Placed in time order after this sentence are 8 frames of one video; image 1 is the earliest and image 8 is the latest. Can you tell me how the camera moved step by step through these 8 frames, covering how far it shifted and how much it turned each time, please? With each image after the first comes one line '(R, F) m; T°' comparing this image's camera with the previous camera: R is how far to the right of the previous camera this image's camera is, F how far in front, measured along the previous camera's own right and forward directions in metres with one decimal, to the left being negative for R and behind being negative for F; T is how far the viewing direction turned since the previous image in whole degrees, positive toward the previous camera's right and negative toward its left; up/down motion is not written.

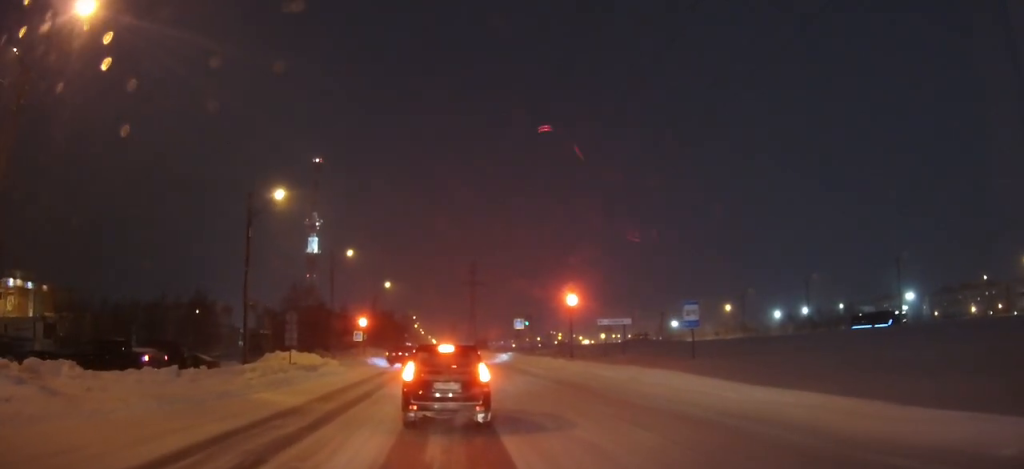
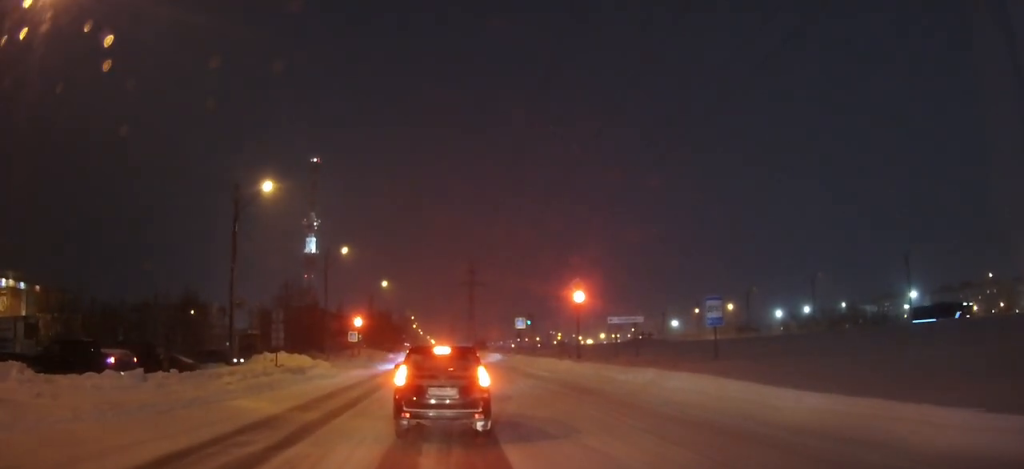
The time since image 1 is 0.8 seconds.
(0.0, +2.1) m; 0°
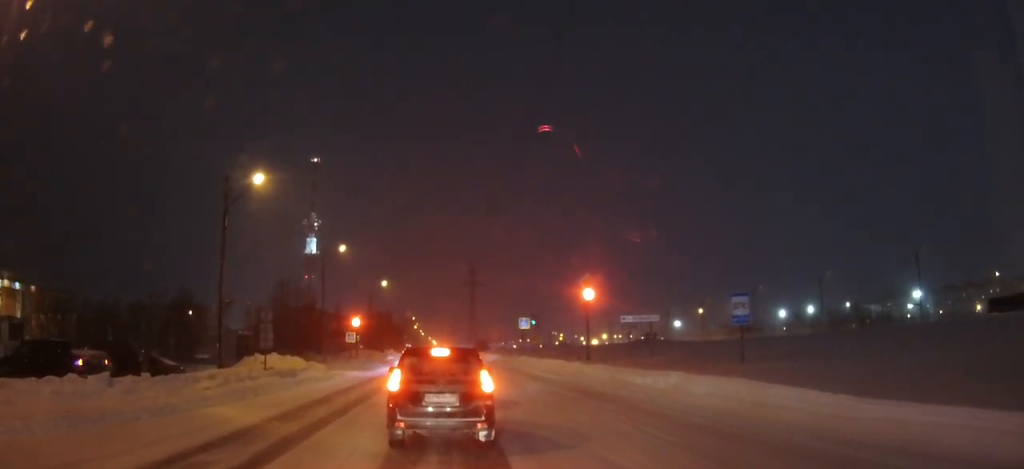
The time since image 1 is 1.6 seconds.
(0.0, +1.8) m; +1°
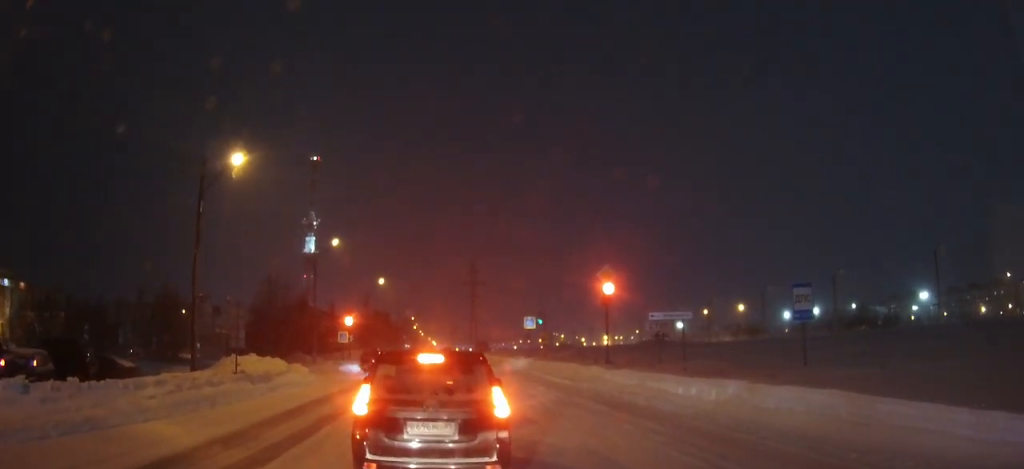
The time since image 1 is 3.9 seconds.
(+0.1, +3.2) m; 0°
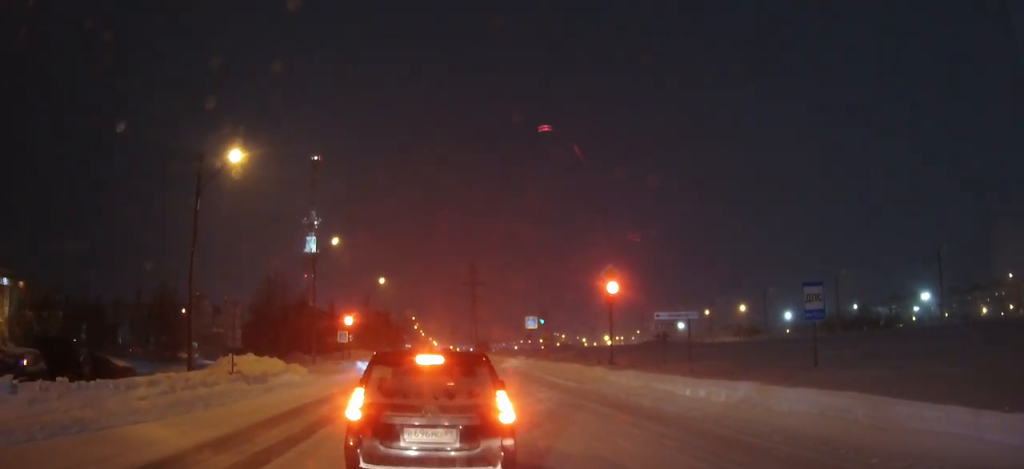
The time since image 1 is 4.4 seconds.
(0.0, +0.3) m; 0°
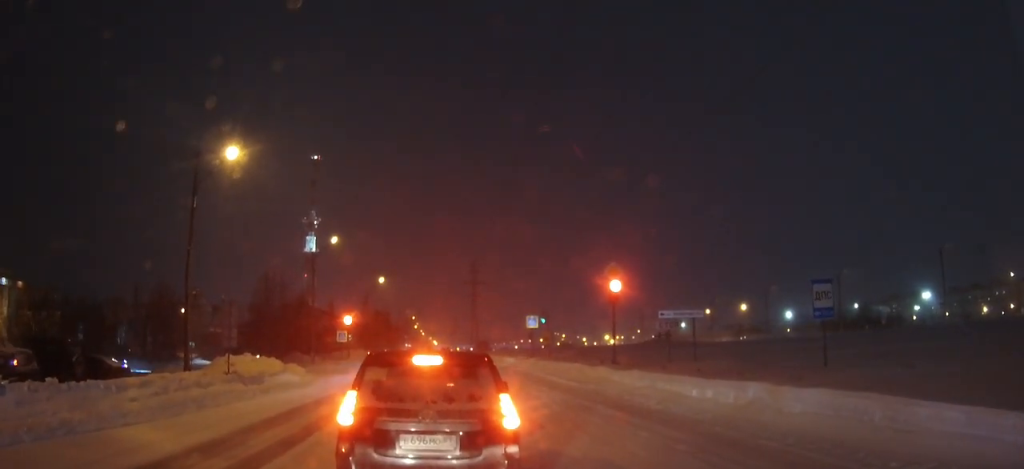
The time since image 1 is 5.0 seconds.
(0.0, +0.4) m; 0°
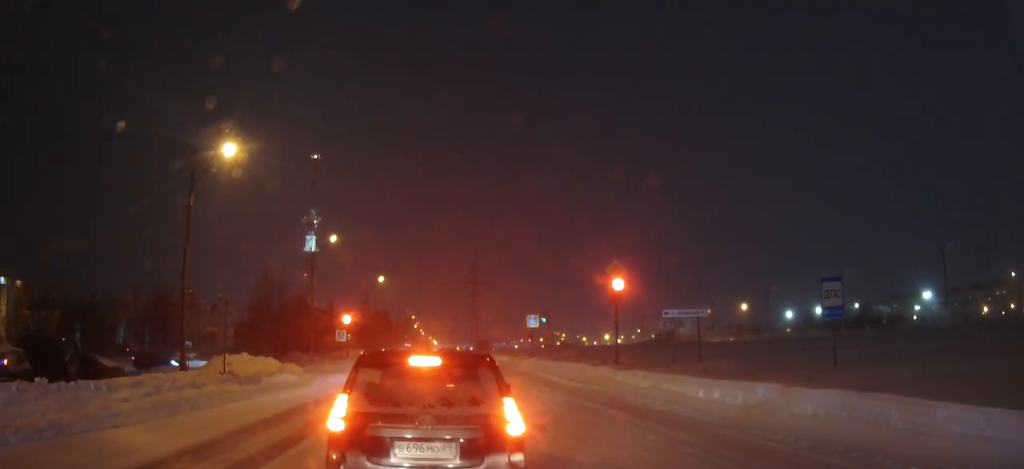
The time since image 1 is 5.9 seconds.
(0.0, +0.3) m; 0°
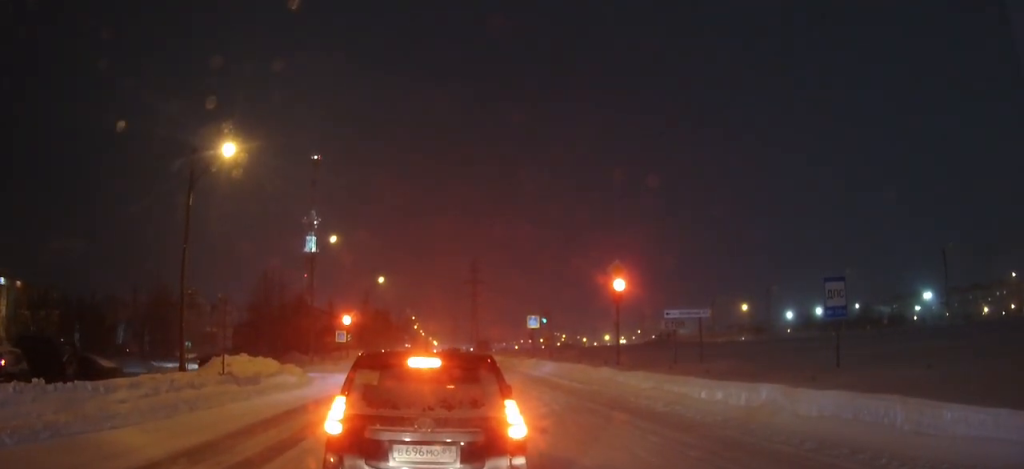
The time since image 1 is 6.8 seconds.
(+0.1, 0.0) m; 0°
